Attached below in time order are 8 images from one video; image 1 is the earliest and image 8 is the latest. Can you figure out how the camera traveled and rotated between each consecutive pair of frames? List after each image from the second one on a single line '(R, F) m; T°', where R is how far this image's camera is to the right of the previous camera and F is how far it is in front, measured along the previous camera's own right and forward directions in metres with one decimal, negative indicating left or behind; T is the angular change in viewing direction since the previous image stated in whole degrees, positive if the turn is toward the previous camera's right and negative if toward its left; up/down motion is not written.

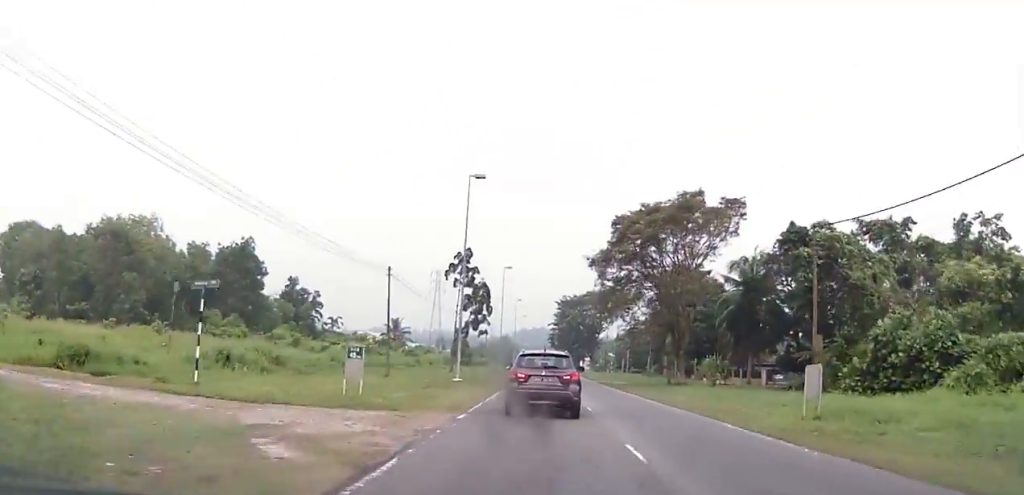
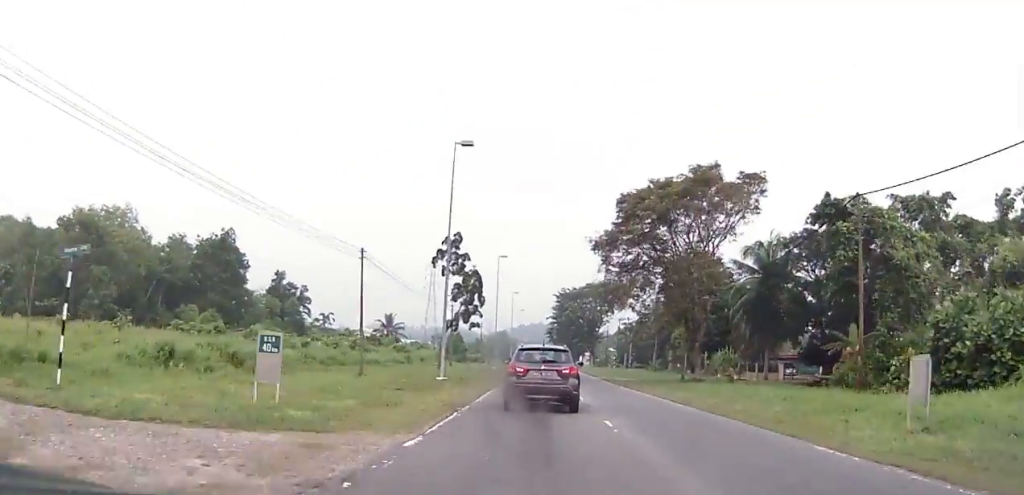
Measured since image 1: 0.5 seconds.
(+0.3, +5.9) m; 0°
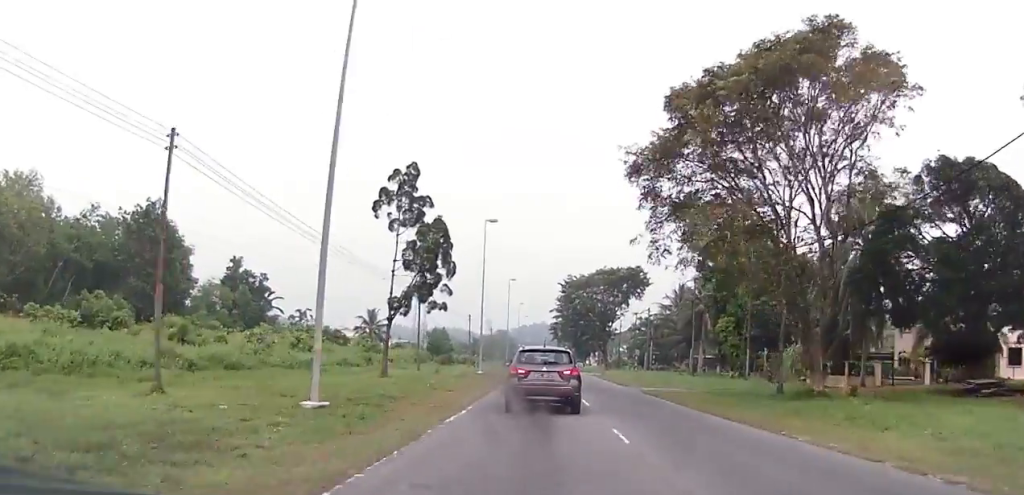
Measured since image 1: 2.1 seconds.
(-0.2, +19.9) m; 0°
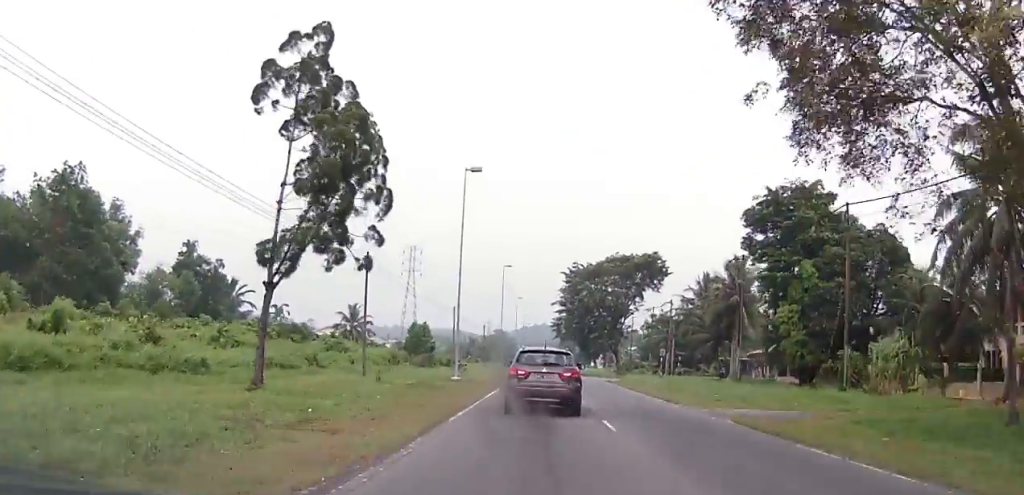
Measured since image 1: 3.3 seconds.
(-0.1, +15.7) m; -2°
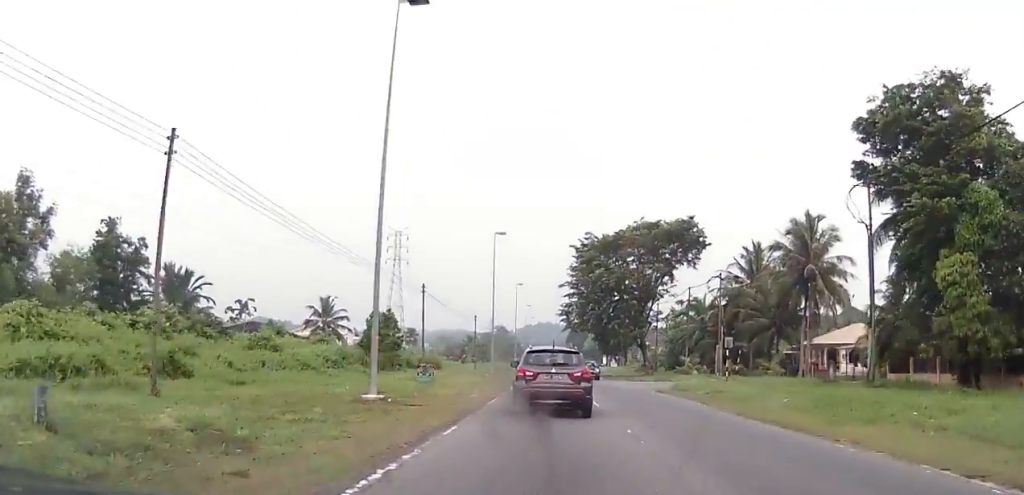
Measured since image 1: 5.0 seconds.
(+0.2, +20.3) m; +2°
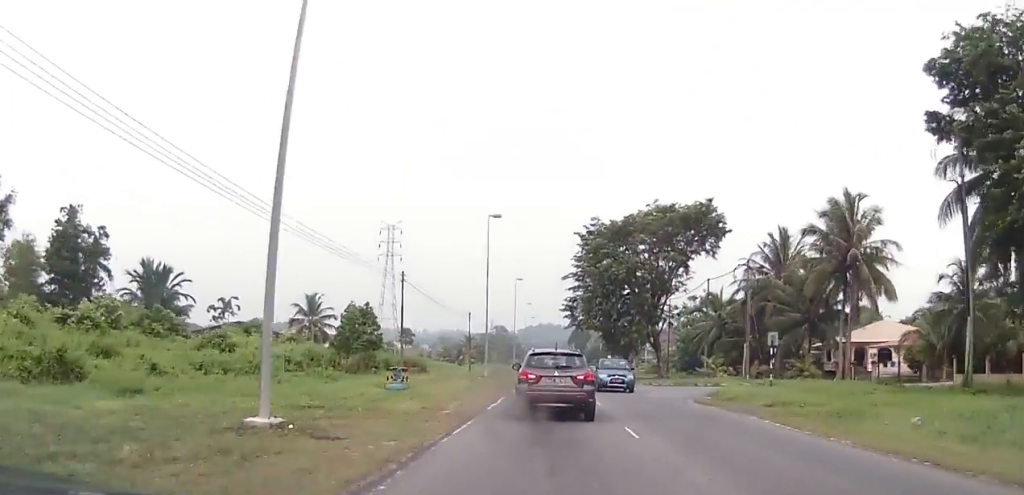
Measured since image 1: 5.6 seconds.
(+0.3, +7.8) m; 0°
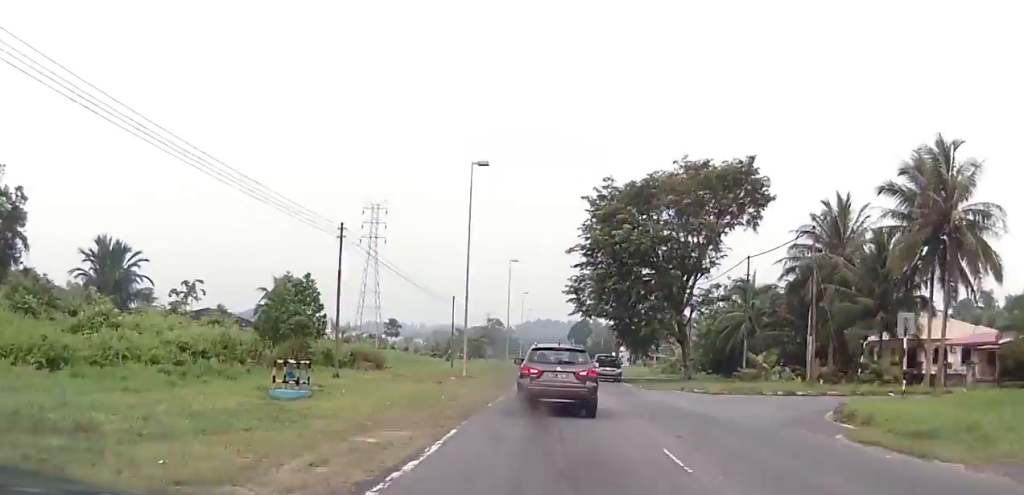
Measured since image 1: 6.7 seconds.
(-0.5, +13.1) m; -2°
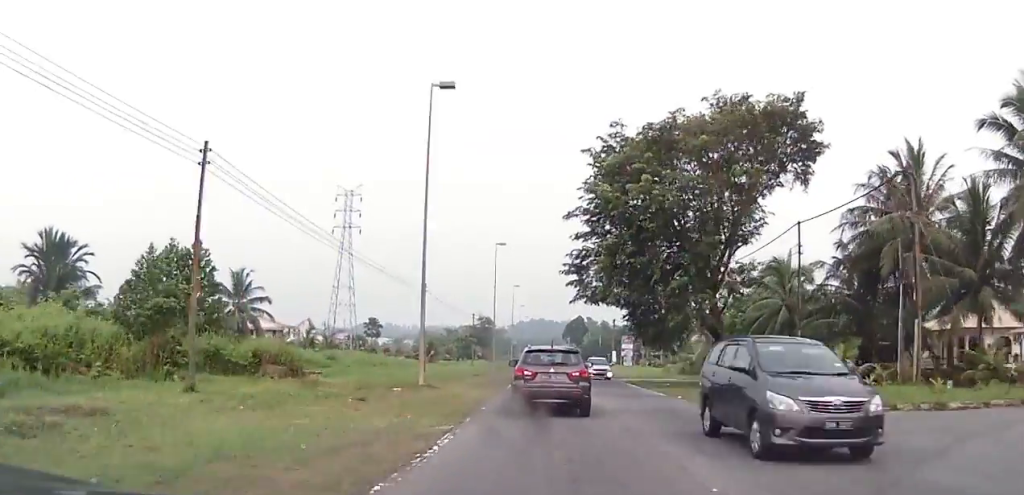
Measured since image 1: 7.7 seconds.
(+0.1, +12.0) m; 0°
